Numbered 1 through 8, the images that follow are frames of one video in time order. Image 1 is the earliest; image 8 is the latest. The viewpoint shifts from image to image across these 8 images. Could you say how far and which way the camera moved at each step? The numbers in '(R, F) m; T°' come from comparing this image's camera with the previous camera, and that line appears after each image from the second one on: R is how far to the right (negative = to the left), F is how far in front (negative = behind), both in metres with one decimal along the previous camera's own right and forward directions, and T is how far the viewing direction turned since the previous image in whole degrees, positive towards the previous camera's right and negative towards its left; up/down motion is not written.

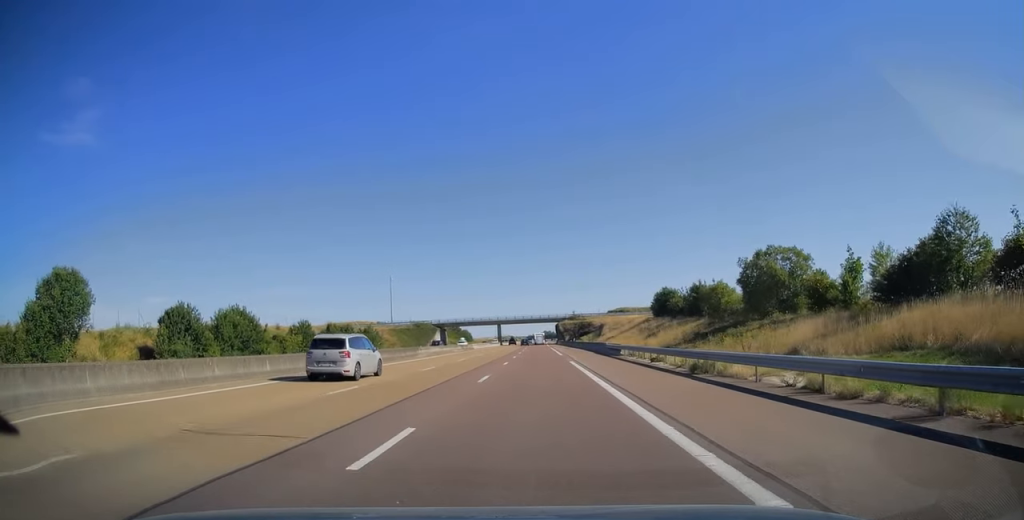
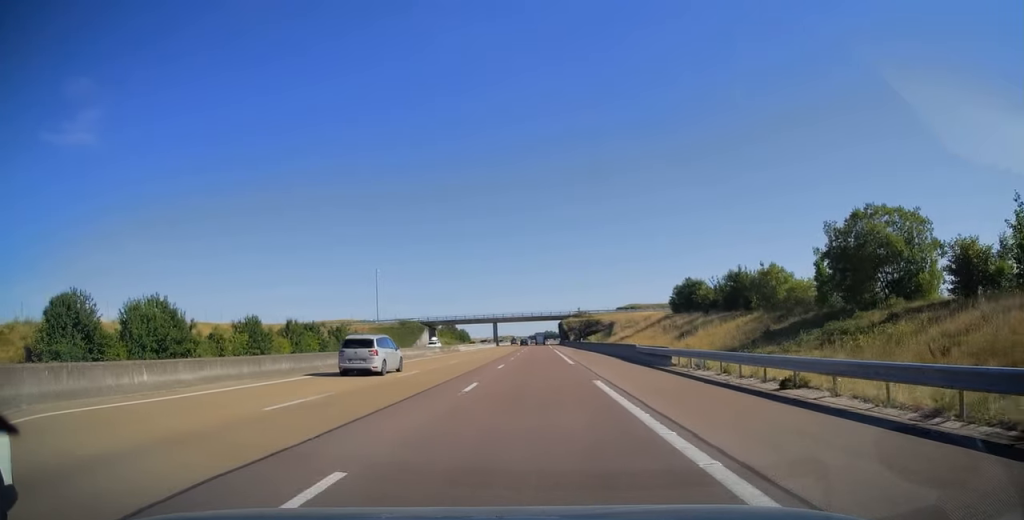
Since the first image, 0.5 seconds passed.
(0.0, +16.5) m; 0°
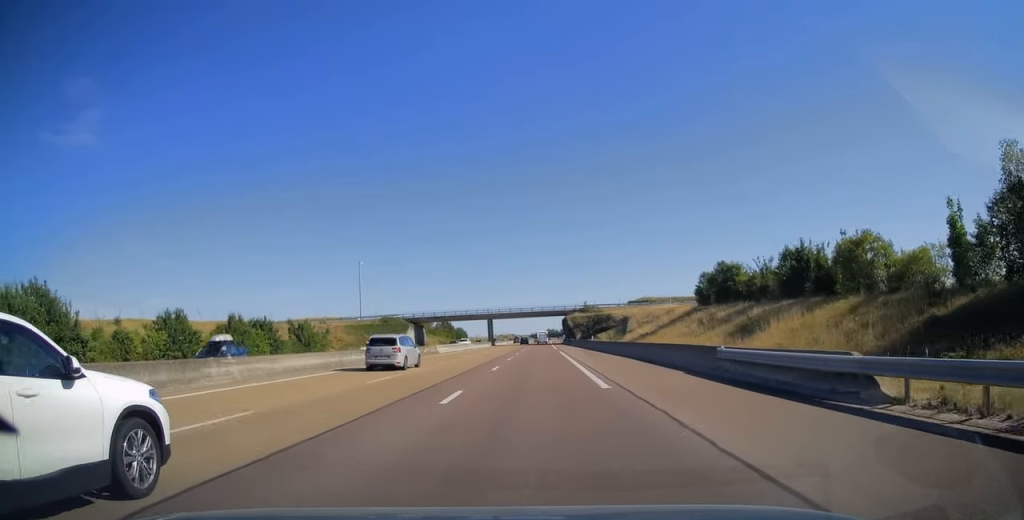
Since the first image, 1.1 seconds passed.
(0.0, +16.5) m; 0°
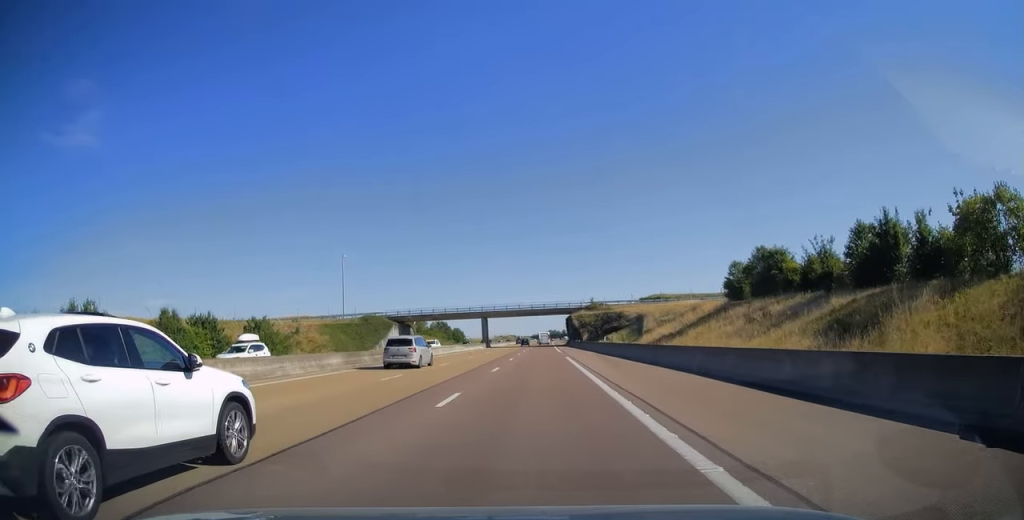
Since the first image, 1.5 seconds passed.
(0.0, +13.4) m; 0°
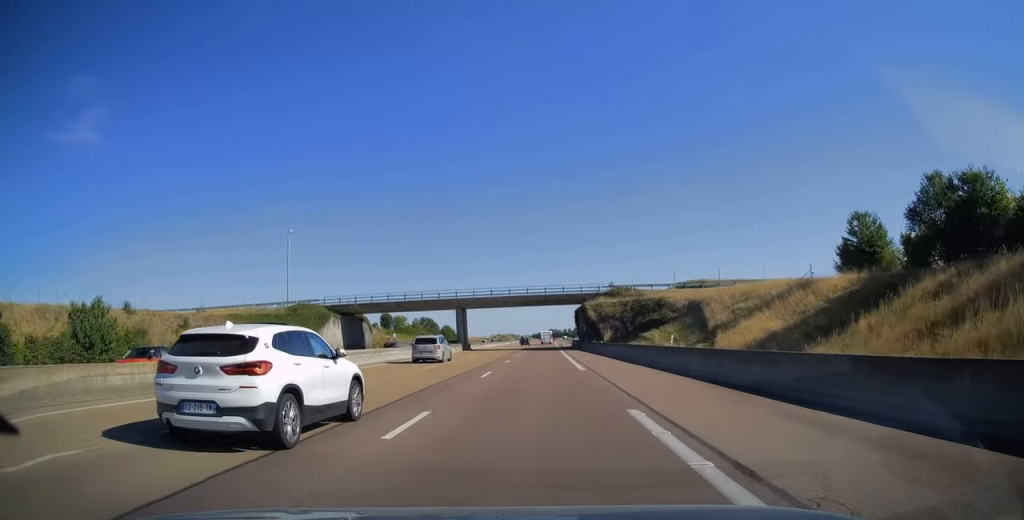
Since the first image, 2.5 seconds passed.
(-0.1, +29.9) m; 0°
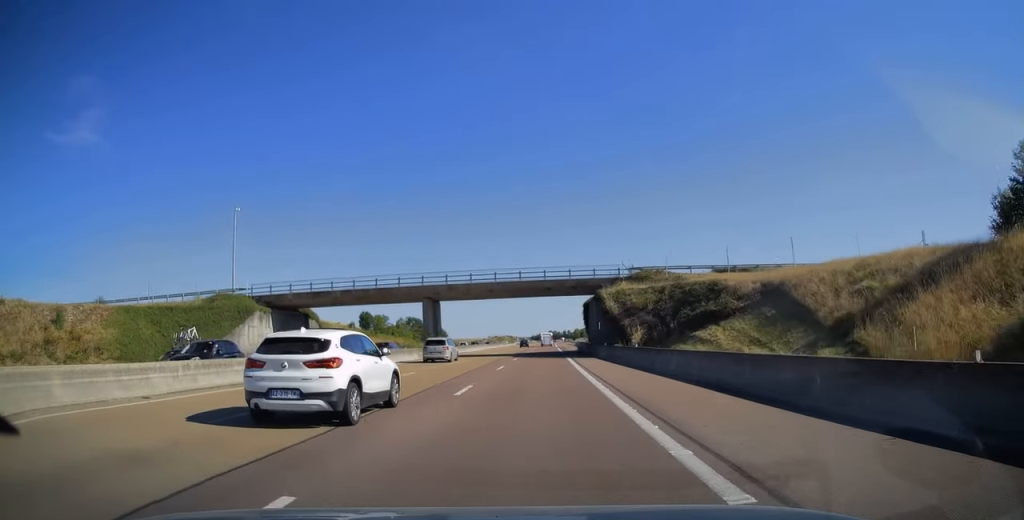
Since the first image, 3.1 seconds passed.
(0.0, +19.0) m; 0°
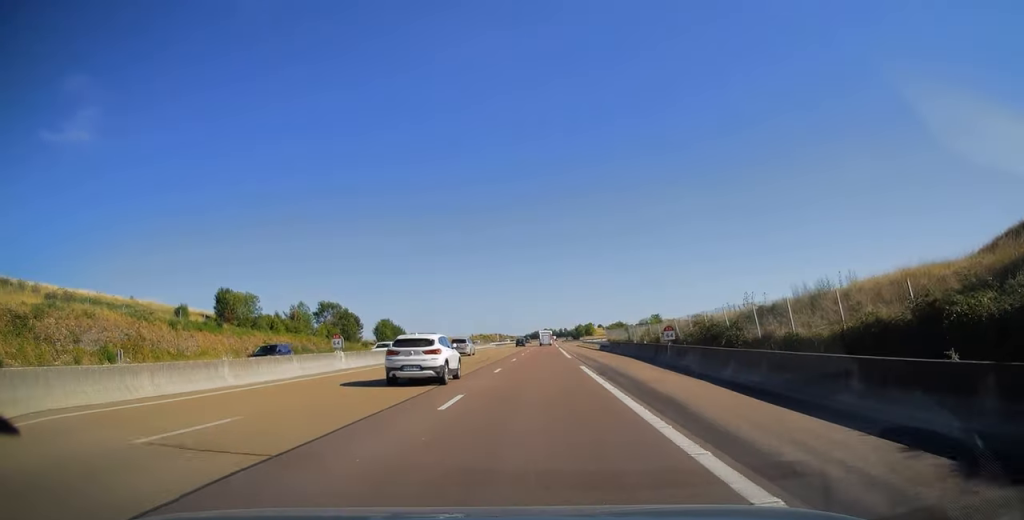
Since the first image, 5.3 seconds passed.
(-0.1, +67.9) m; 0°
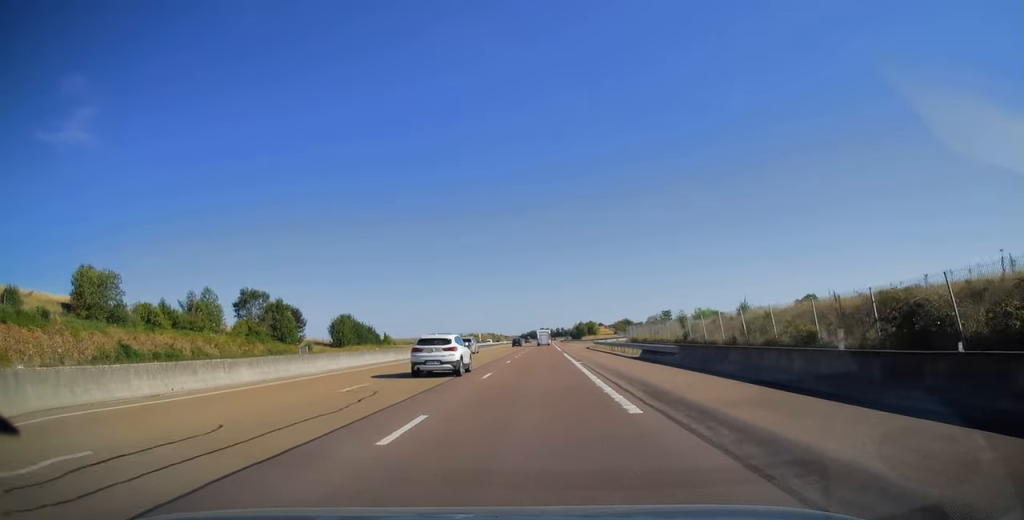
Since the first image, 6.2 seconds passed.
(+0.1, +29.8) m; 0°
